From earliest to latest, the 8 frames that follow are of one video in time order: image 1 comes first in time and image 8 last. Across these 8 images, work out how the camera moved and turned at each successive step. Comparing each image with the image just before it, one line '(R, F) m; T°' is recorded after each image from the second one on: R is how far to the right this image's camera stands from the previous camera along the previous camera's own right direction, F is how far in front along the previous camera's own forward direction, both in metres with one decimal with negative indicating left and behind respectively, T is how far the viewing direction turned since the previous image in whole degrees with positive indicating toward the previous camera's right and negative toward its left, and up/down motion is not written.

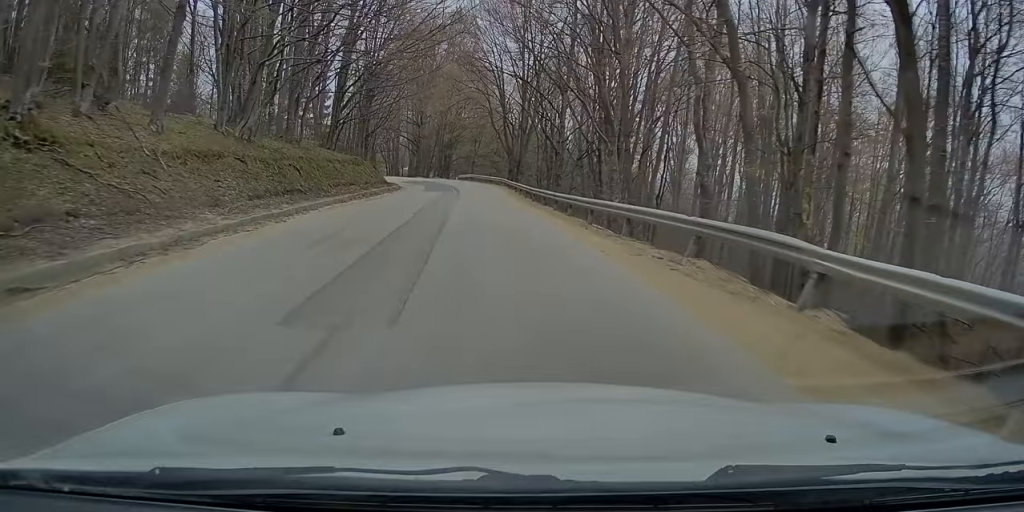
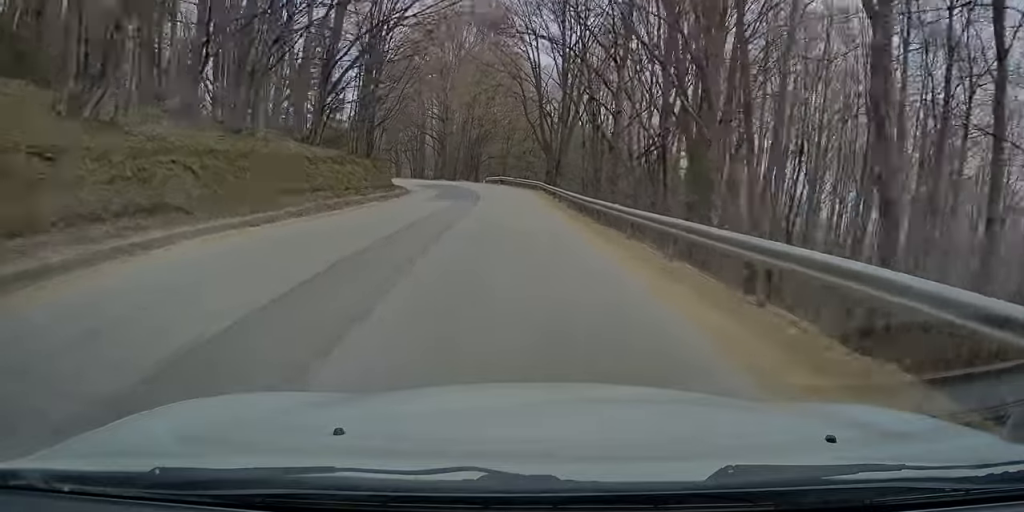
(-0.3, +10.9) m; -2°
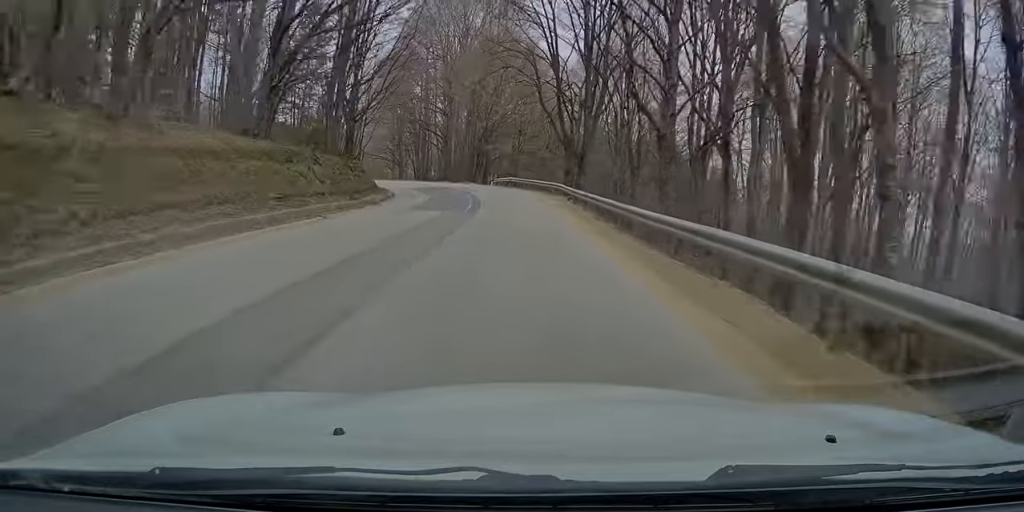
(-0.2, +8.9) m; -1°
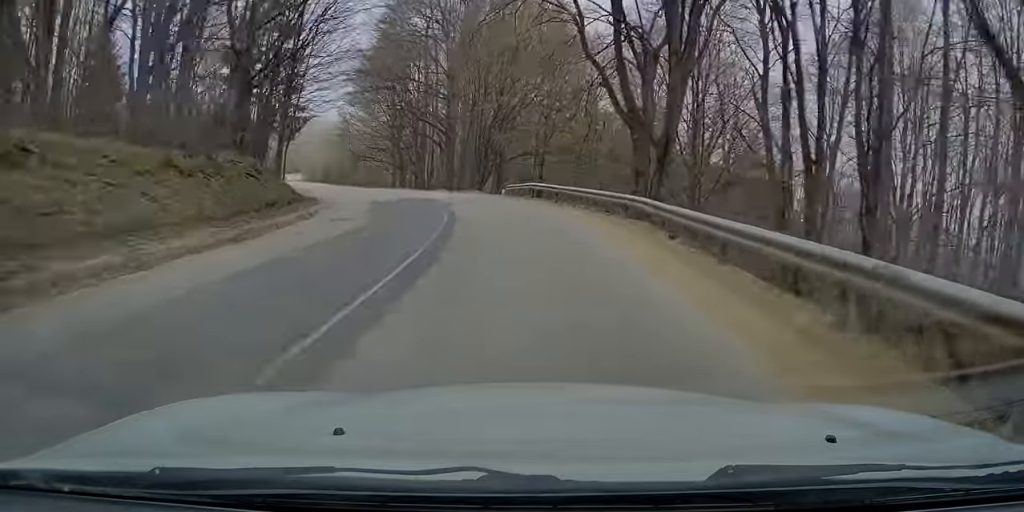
(-0.2, +17.7) m; -3°
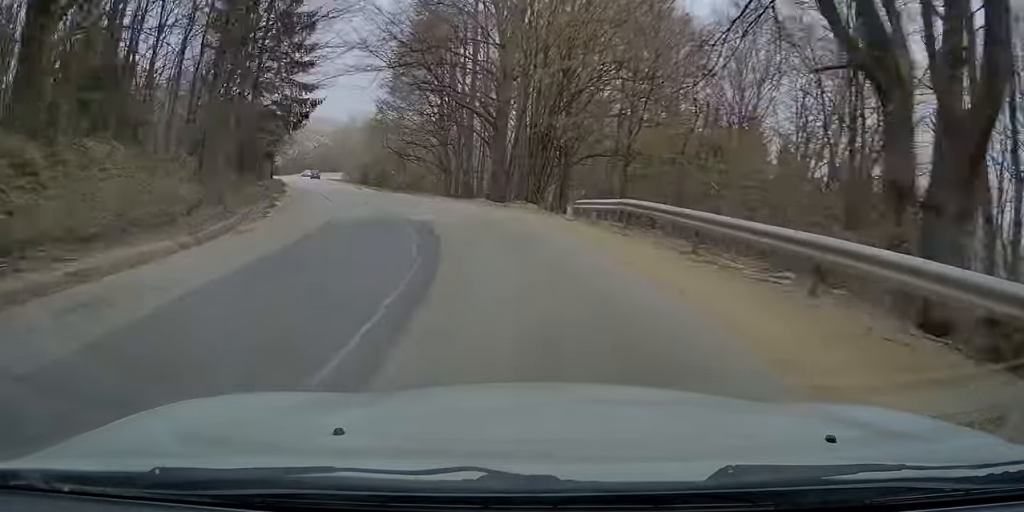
(-0.4, +12.6) m; -5°
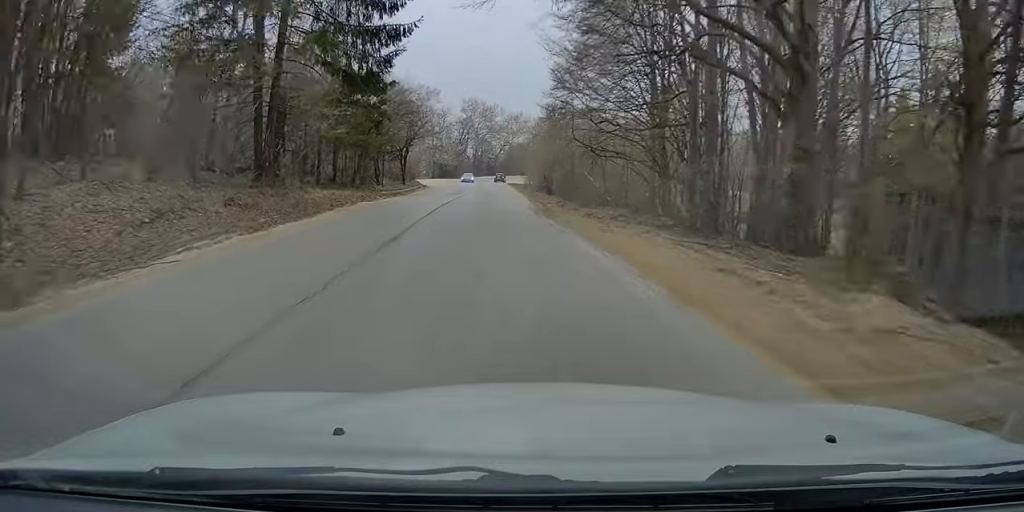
(-2.3, +22.5) m; -14°
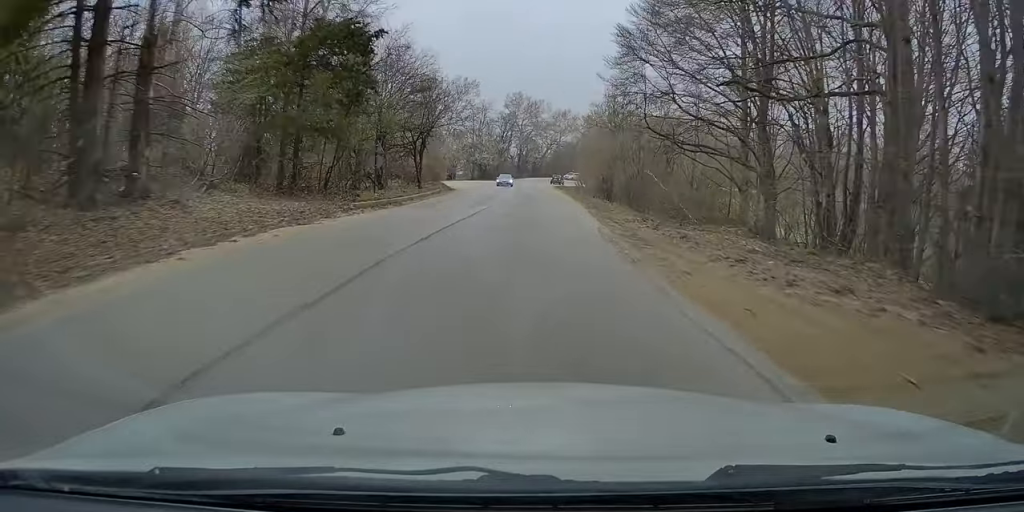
(-1.2, +12.1) m; -6°
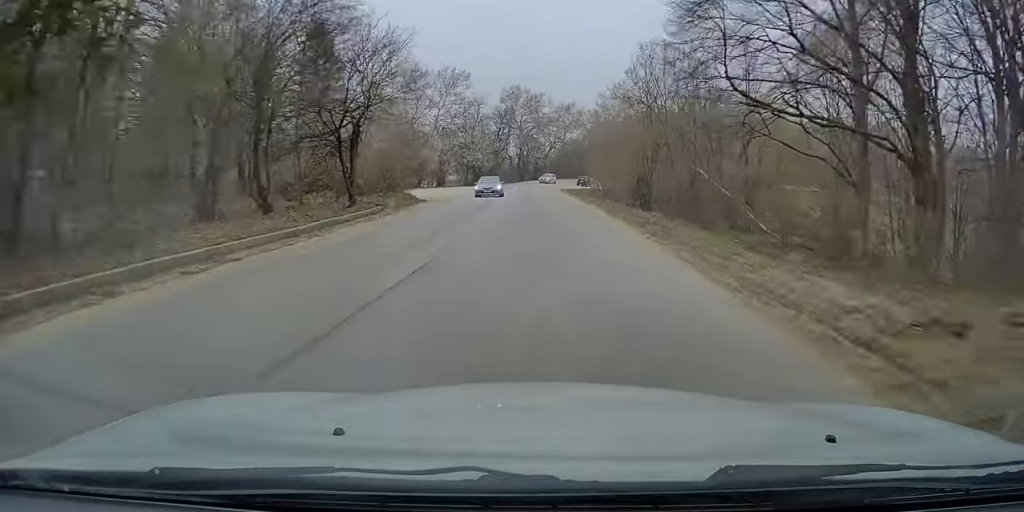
(-0.5, +15.2) m; 0°
